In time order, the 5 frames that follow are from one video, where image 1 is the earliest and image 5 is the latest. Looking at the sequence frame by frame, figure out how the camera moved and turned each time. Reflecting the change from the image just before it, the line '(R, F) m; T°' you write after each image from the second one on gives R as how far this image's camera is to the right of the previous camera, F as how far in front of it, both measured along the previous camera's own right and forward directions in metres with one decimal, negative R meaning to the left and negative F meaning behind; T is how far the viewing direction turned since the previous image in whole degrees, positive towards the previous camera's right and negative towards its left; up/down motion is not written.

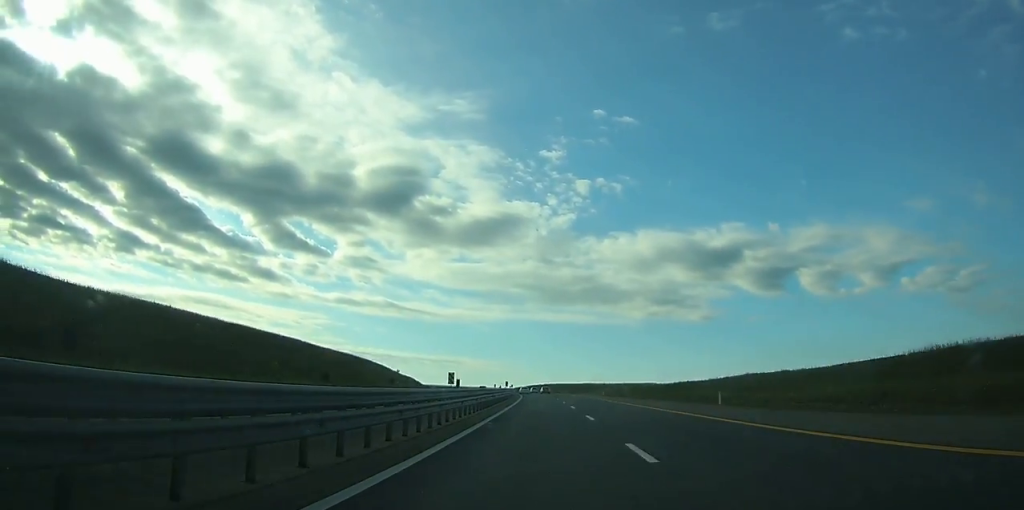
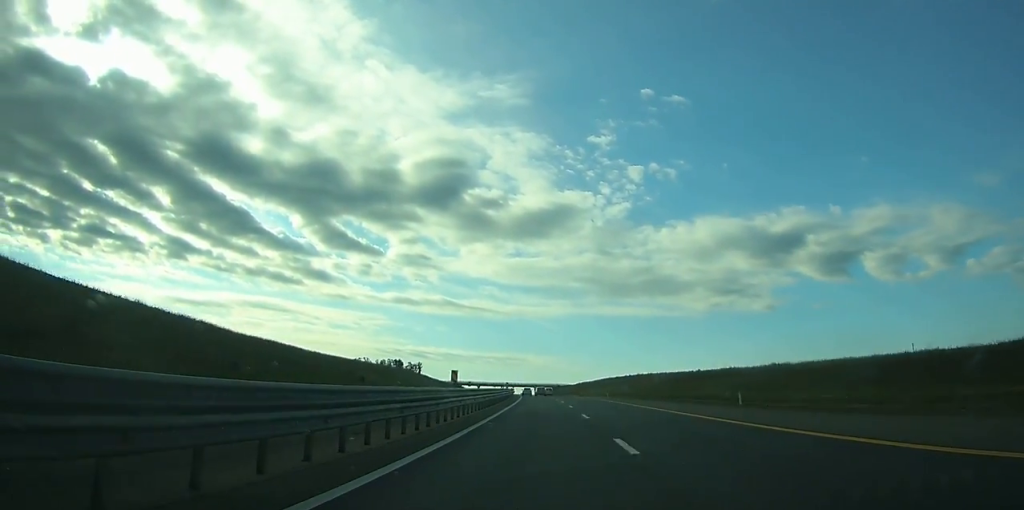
(-8.1, +150.4) m; -6°
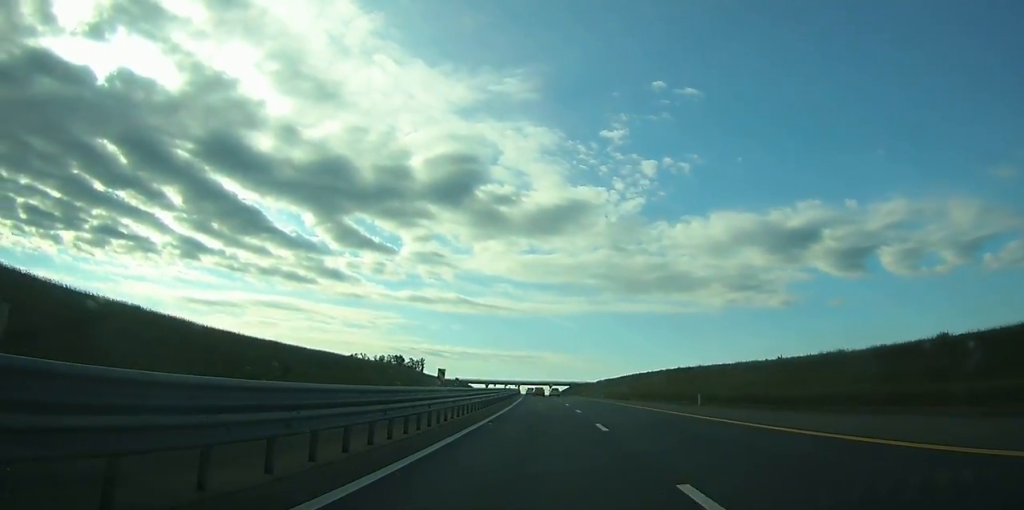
(-1.3, +38.5) m; -1°
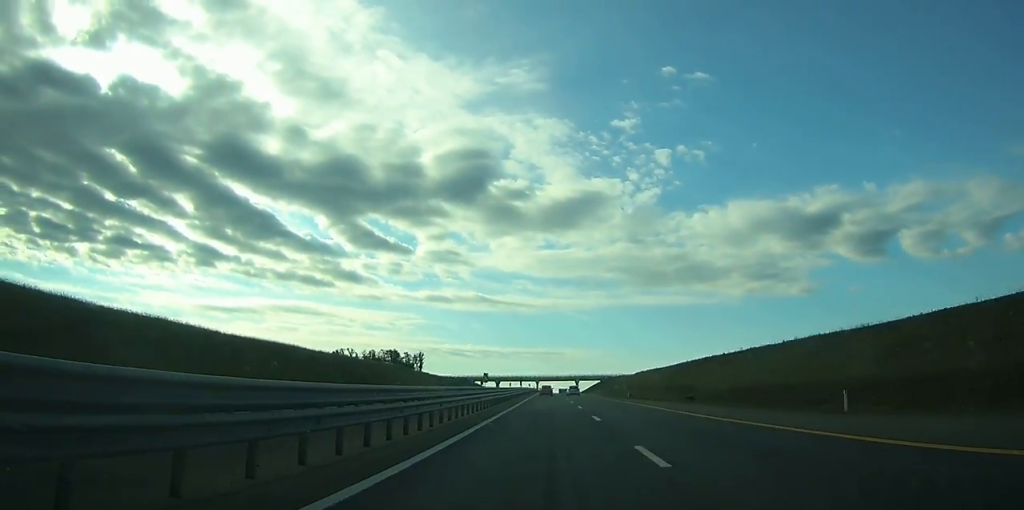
(-1.3, +64.1) m; -2°
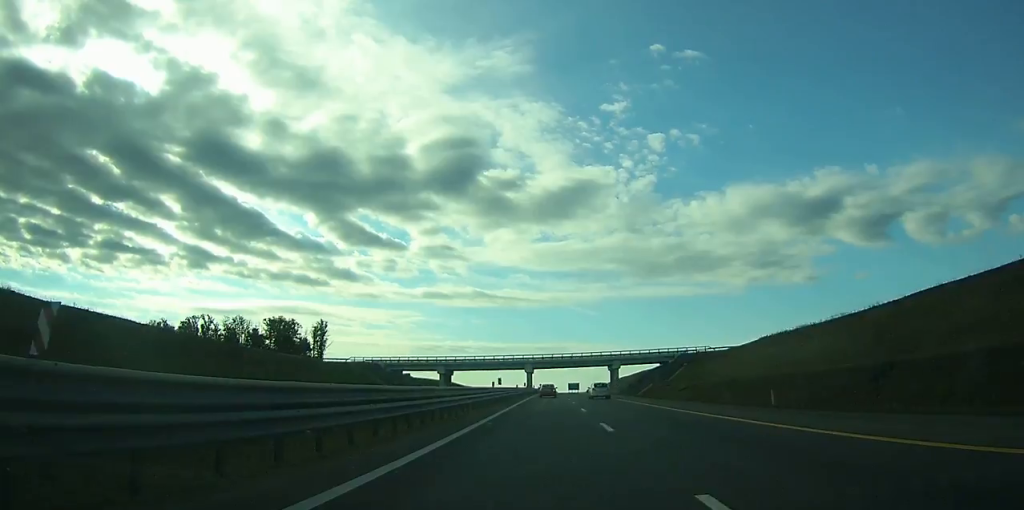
(-1.5, +135.0) m; -1°
